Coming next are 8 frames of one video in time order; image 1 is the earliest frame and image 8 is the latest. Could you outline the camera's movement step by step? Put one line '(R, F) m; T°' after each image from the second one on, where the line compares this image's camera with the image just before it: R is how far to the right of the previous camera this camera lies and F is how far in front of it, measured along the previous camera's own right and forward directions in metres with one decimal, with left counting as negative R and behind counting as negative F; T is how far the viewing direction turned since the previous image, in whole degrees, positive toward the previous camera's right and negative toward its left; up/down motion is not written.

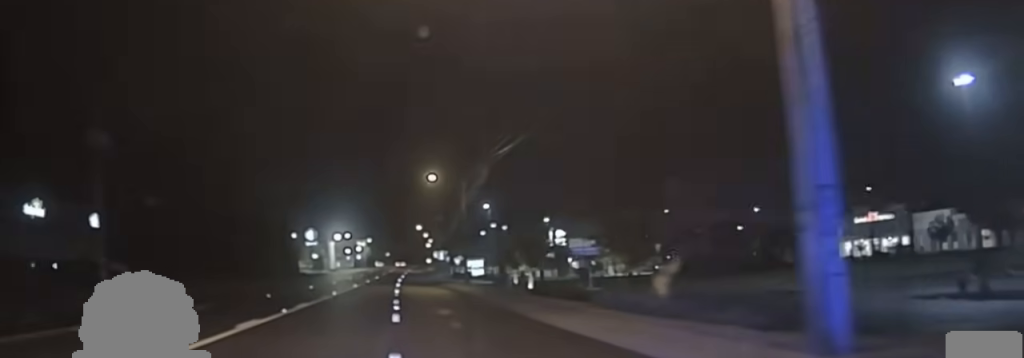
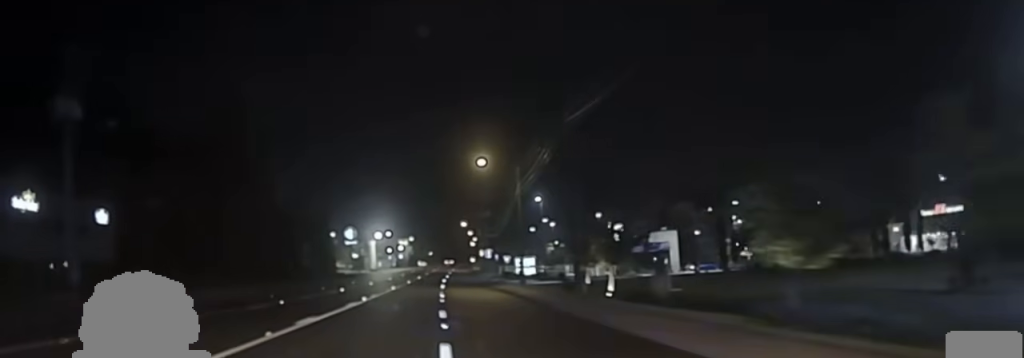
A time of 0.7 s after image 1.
(-0.2, +12.1) m; -1°
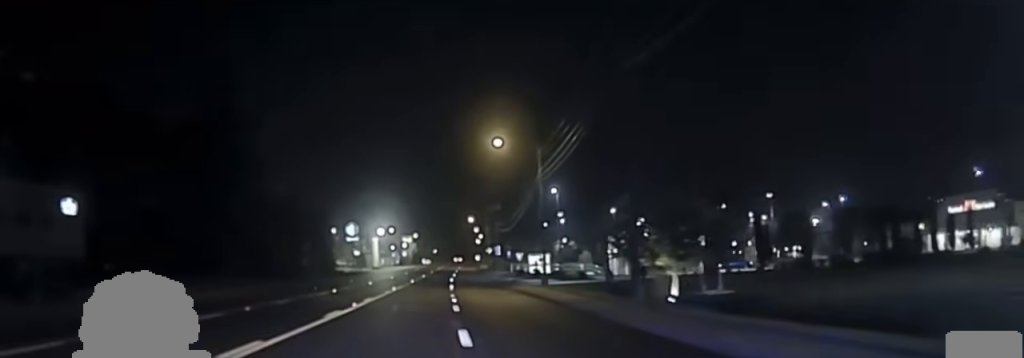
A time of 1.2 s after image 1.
(0.0, +10.9) m; 0°
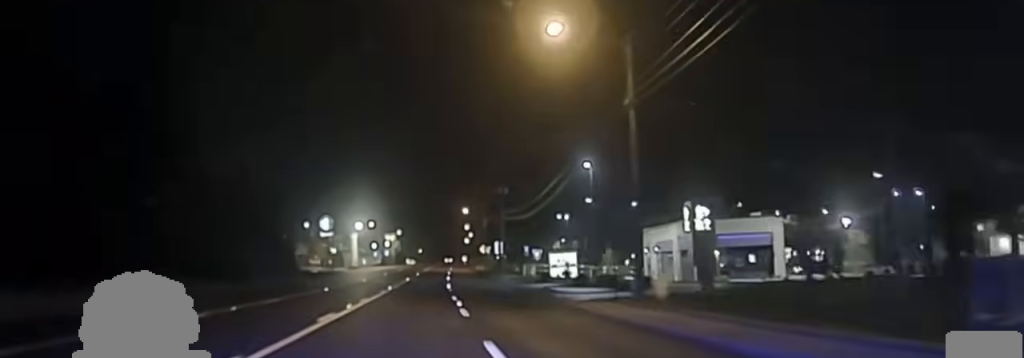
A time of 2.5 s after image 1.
(+0.1, +26.1) m; 0°
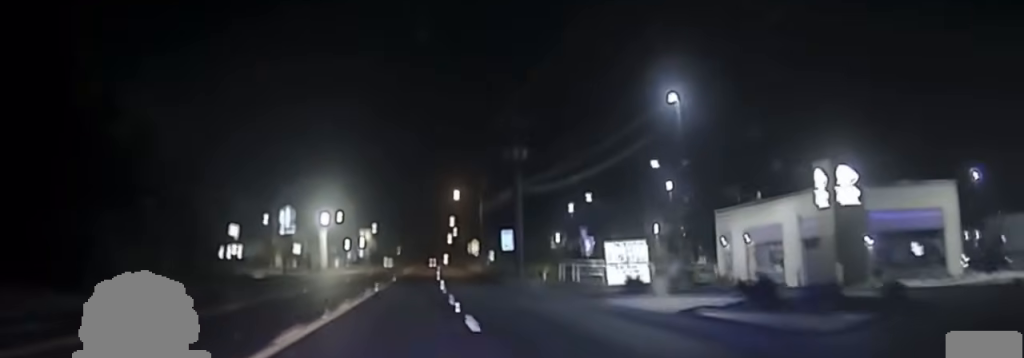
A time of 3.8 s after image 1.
(0.0, +26.4) m; 0°
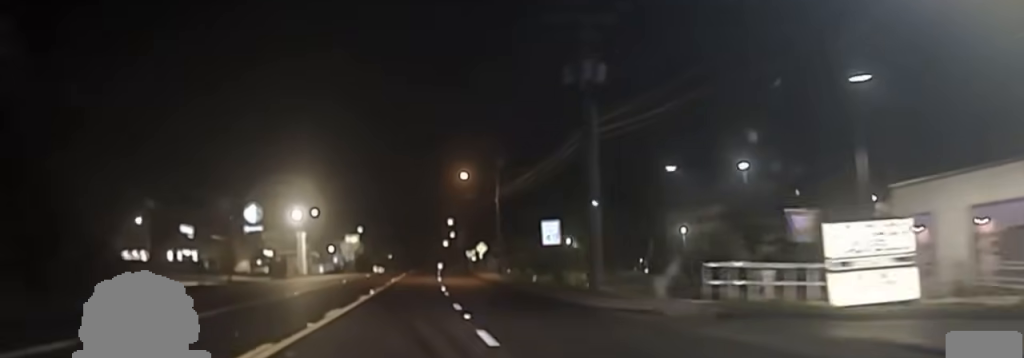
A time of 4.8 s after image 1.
(+0.2, +27.9) m; +1°
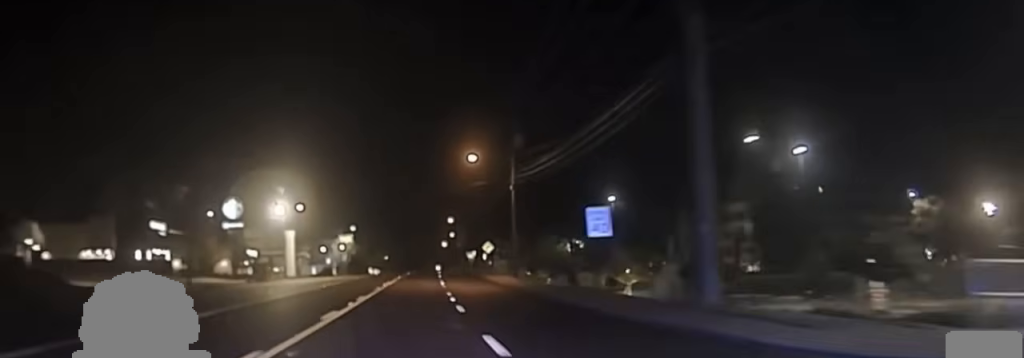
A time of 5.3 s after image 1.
(+0.1, +13.6) m; 0°
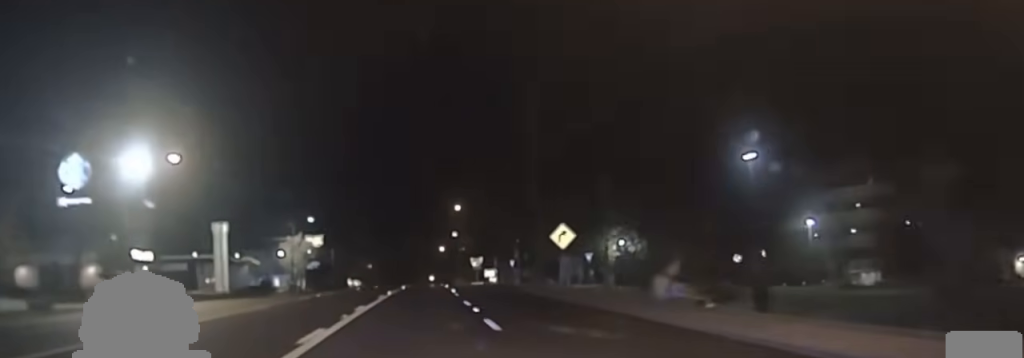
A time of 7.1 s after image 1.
(-0.1, +62.2) m; 0°
